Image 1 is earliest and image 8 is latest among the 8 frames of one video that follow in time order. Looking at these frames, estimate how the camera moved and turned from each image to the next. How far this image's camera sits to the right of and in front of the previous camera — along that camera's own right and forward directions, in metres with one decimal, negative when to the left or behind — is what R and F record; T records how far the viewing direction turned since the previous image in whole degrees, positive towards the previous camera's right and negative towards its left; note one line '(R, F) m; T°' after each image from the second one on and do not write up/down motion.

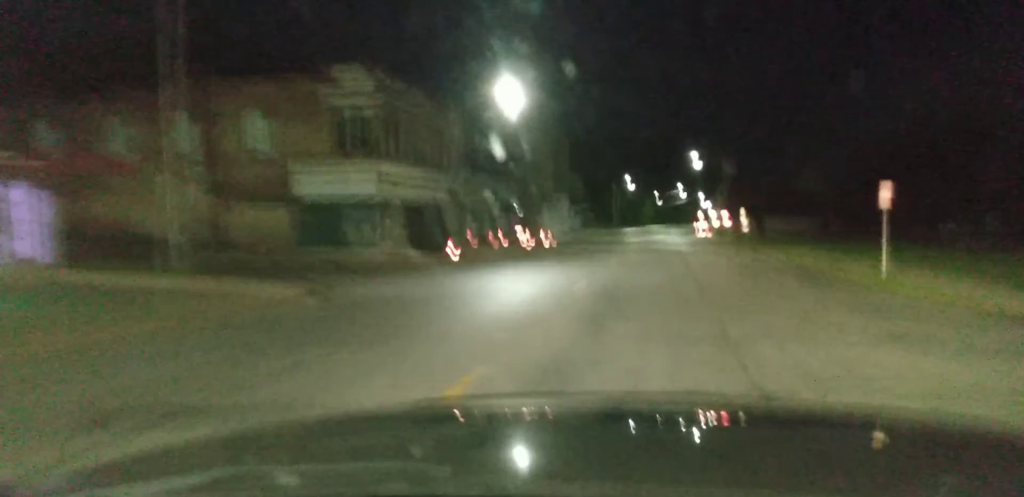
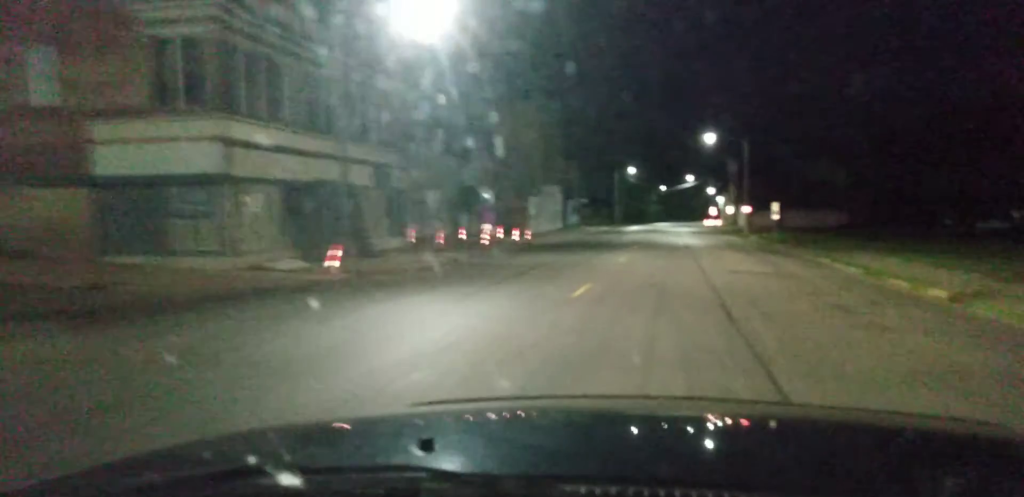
(+0.4, +15.1) m; 0°
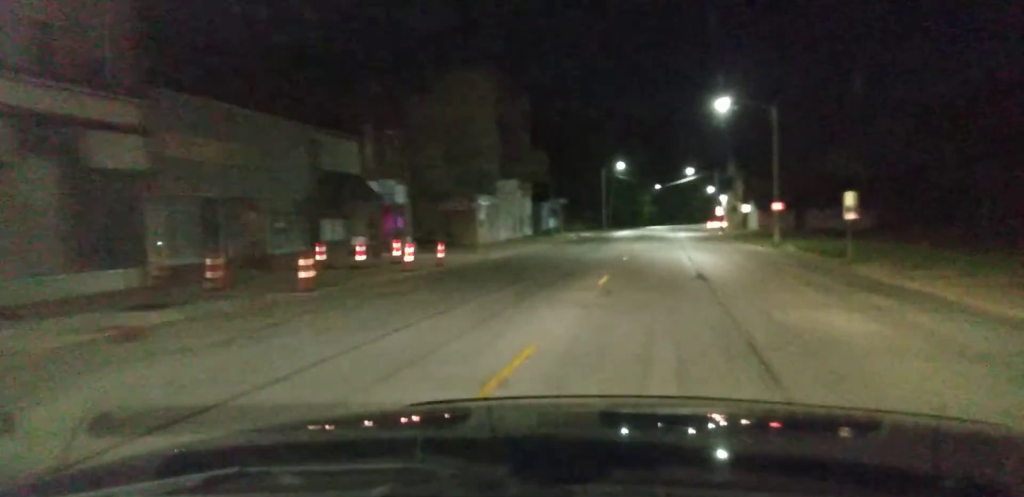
(-0.3, +20.7) m; 0°
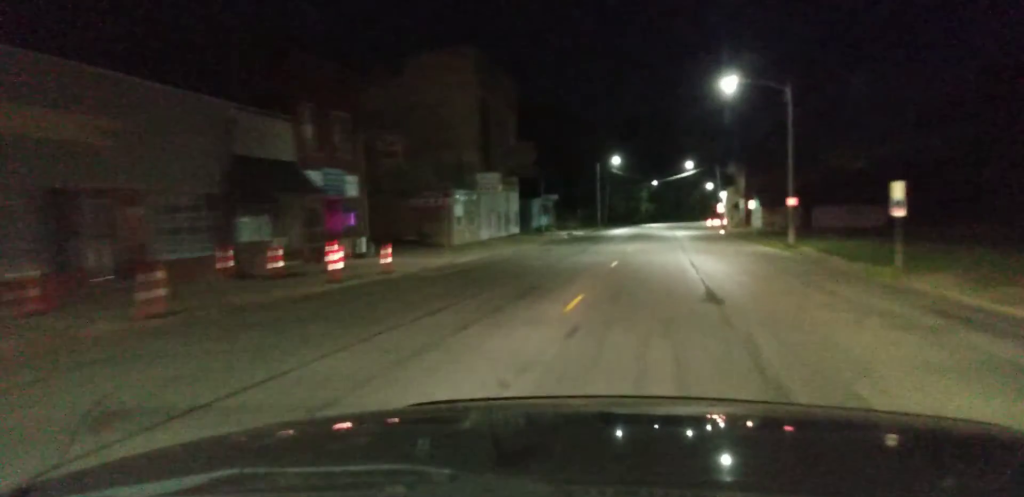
(0.0, +7.2) m; +1°
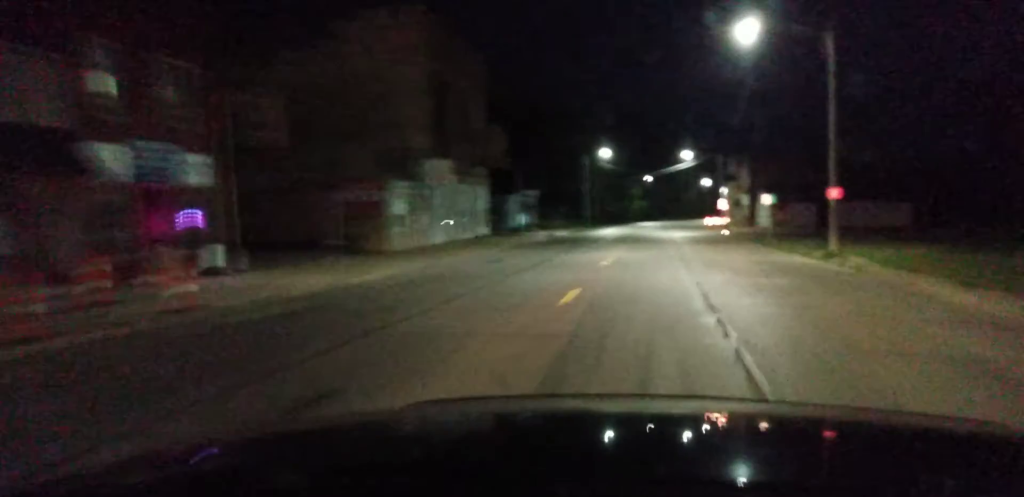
(0.0, +11.3) m; +1°
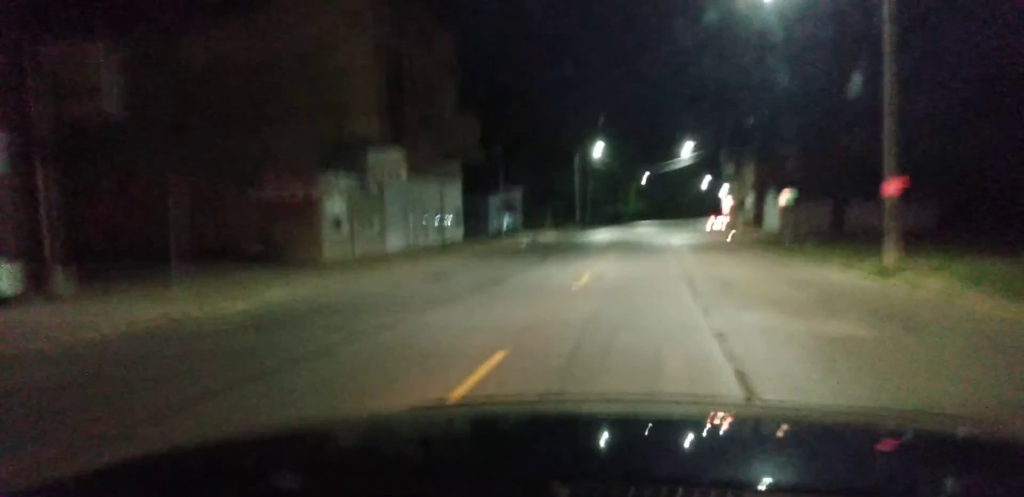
(+0.1, +7.6) m; 0°
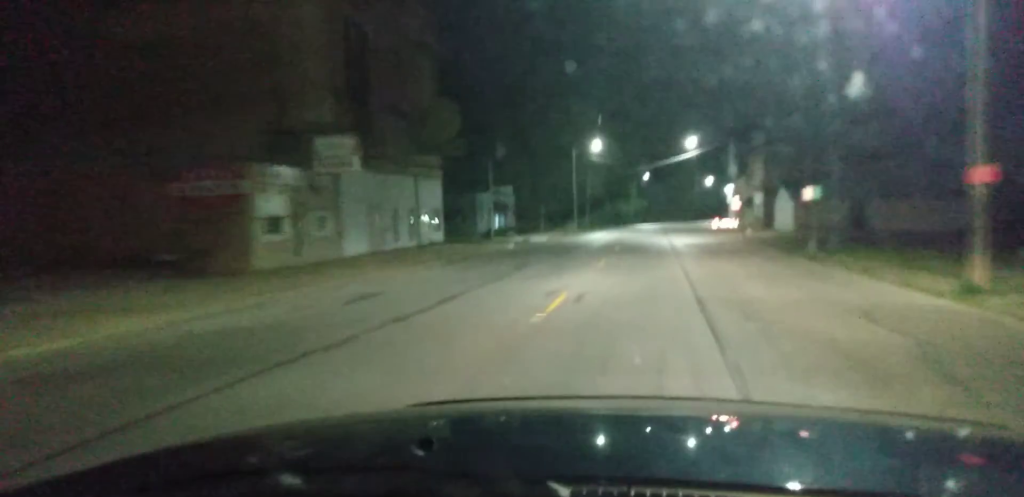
(+0.1, +6.2) m; 0°
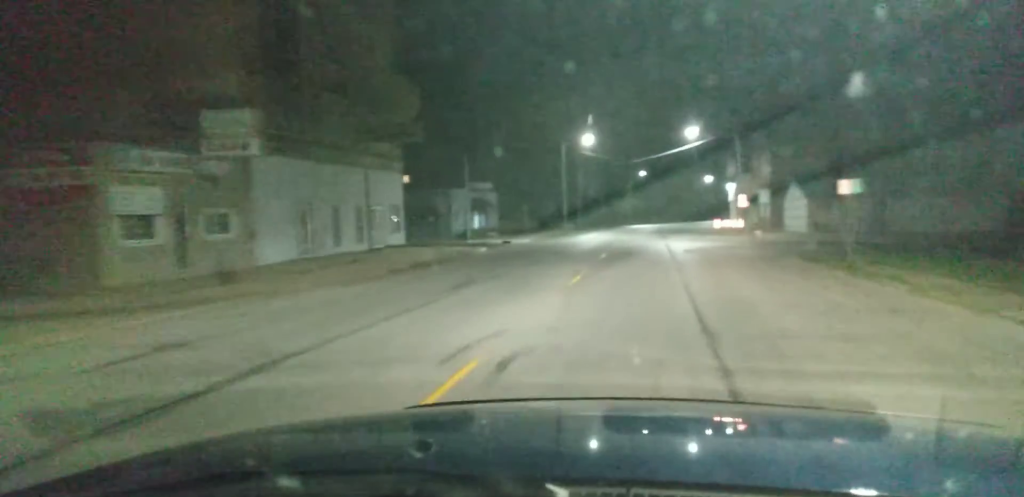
(-0.1, +7.3) m; -1°
